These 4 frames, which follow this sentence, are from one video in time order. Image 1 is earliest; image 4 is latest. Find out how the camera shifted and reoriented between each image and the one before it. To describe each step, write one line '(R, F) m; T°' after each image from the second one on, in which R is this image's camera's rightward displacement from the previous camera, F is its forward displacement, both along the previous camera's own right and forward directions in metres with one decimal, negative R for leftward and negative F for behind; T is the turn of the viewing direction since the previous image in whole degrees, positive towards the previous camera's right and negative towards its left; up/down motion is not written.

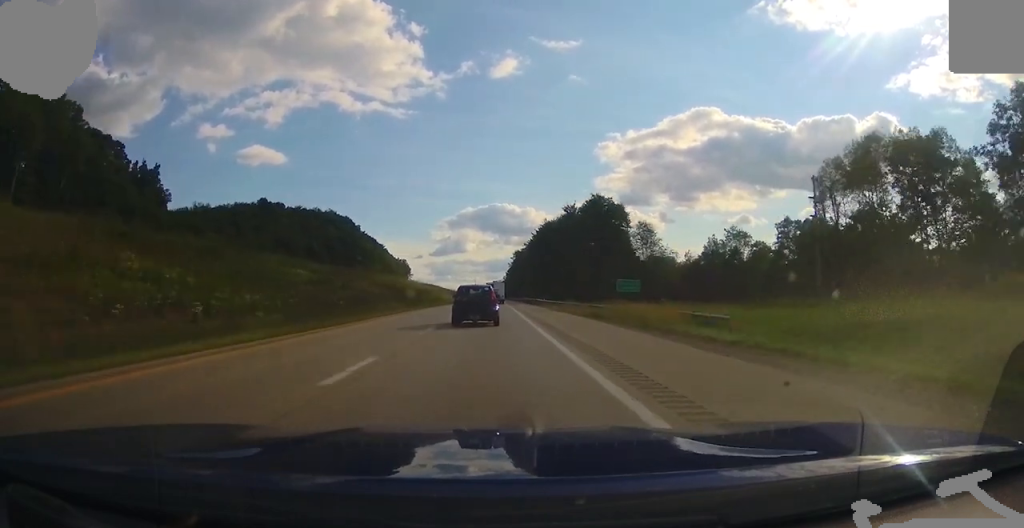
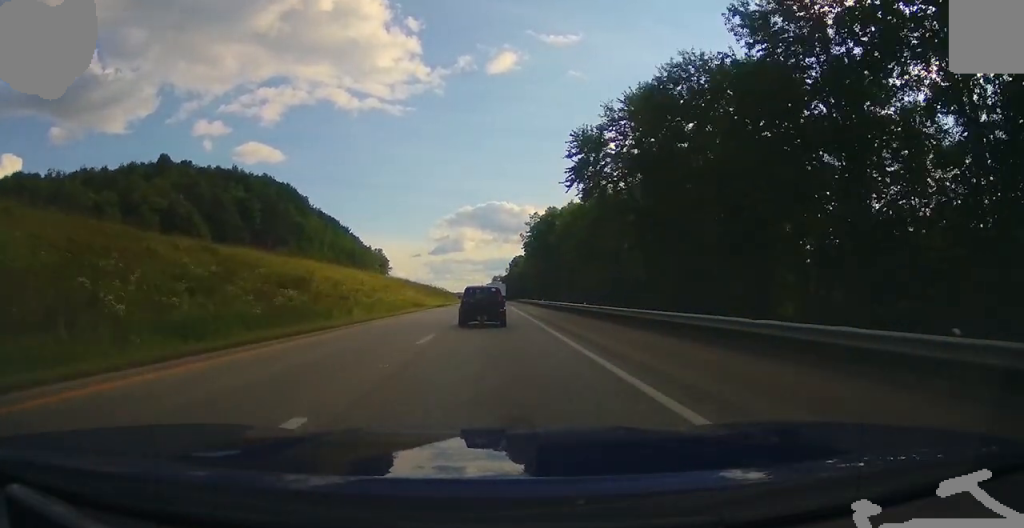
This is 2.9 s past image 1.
(-0.5, +90.6) m; 0°
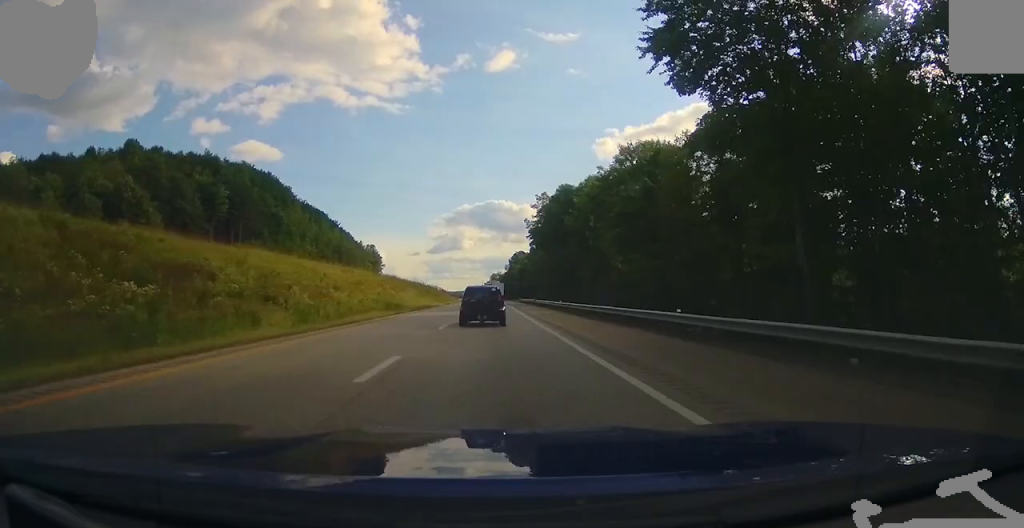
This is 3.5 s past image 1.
(-0.1, +18.8) m; 0°
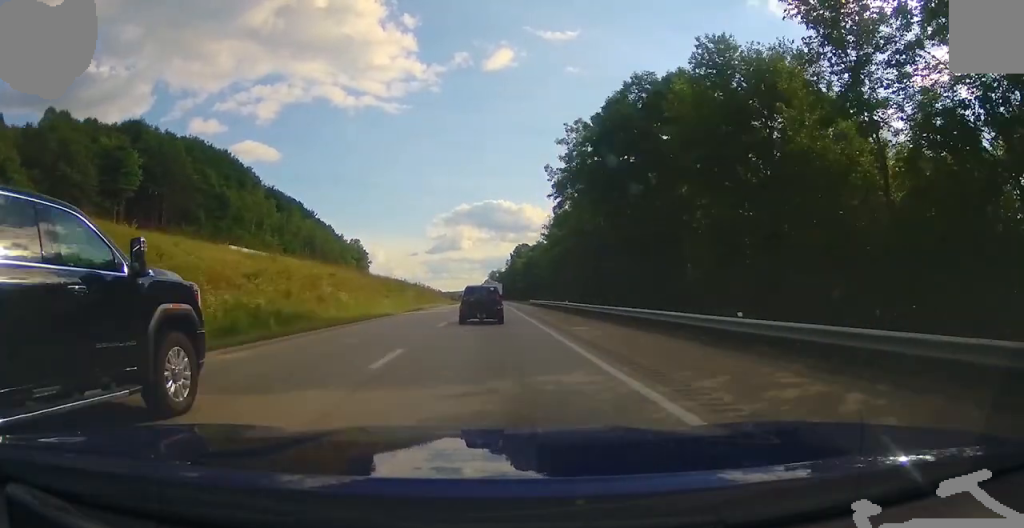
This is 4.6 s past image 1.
(+0.3, +35.4) m; 0°
